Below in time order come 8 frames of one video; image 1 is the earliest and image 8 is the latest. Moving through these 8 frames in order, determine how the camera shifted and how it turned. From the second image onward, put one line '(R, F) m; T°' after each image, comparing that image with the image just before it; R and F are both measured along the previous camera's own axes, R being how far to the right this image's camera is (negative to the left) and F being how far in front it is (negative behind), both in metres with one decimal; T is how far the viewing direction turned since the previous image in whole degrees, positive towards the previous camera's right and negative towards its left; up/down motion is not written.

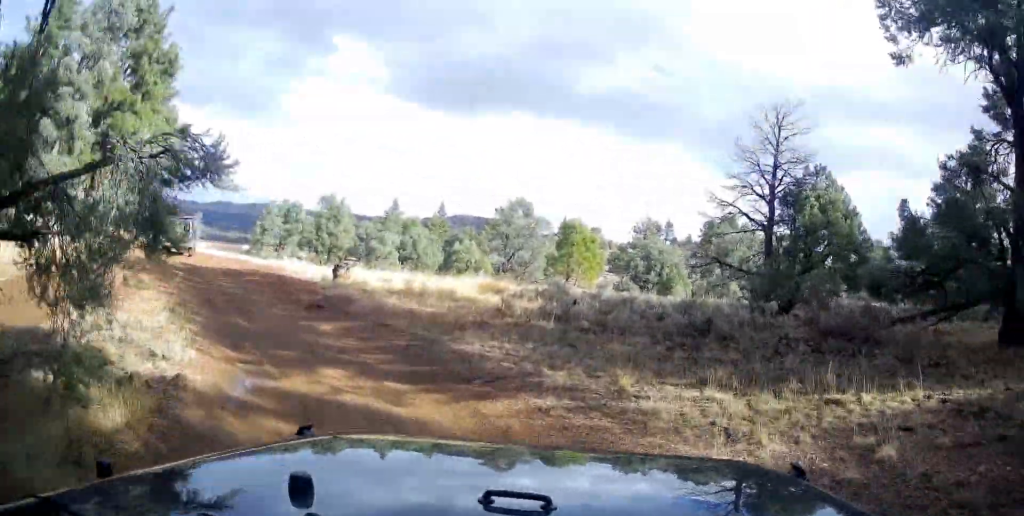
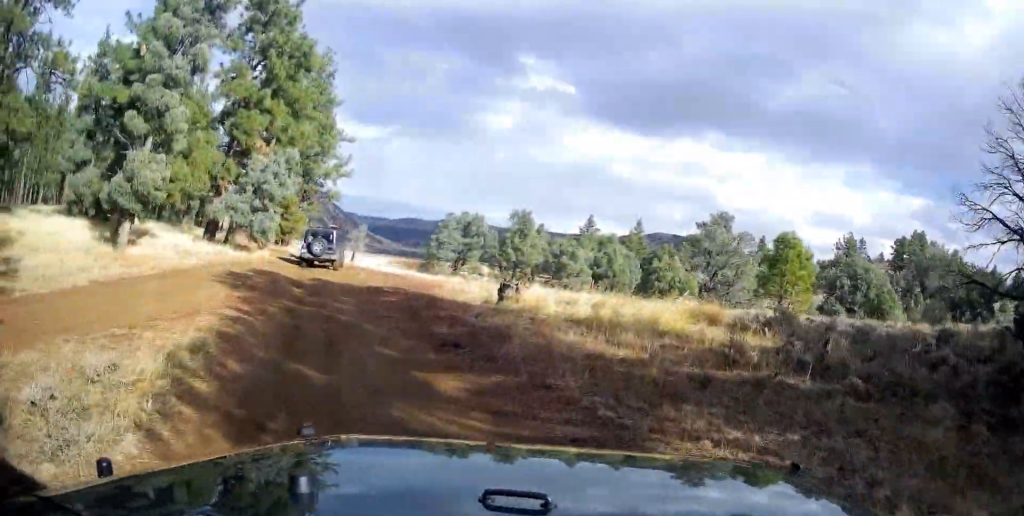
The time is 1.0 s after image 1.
(-0.5, +4.7) m; -13°
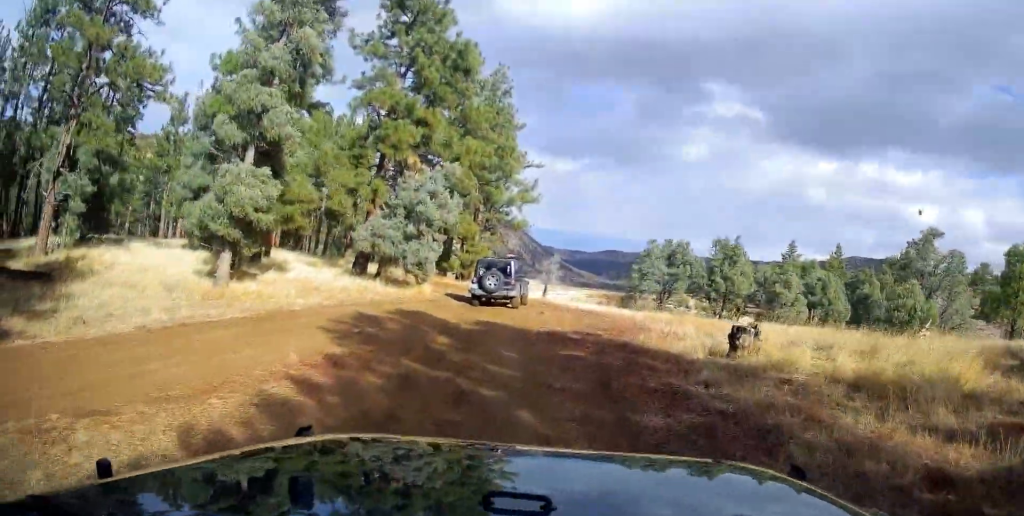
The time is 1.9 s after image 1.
(-0.6, +4.6) m; -14°
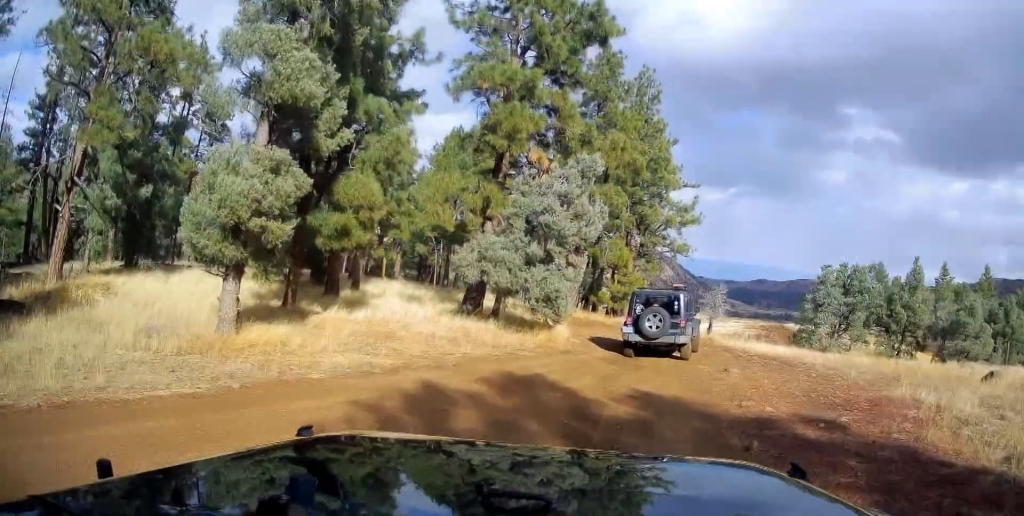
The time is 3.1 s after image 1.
(-1.0, +6.3) m; -19°
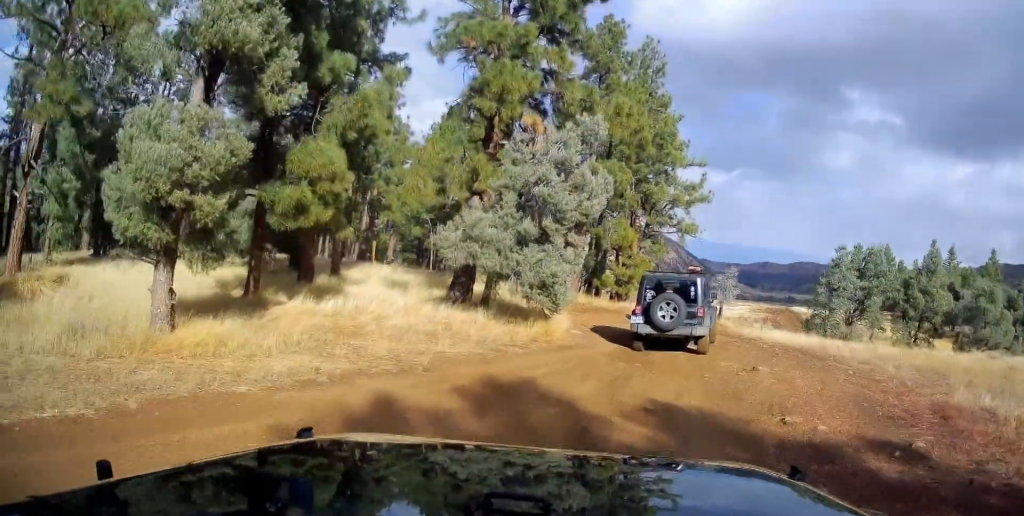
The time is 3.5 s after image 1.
(-0.2, +2.1) m; -4°
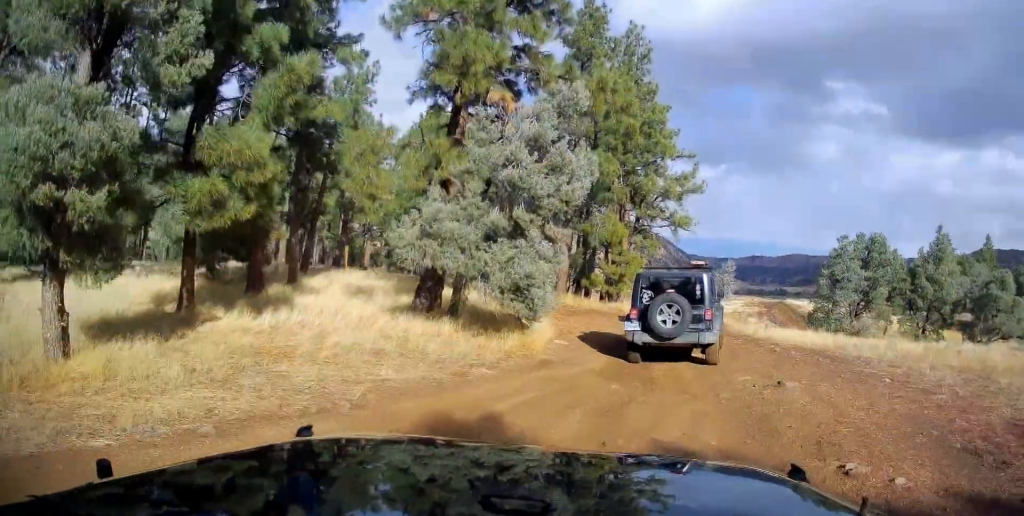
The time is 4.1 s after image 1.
(-0.2, +2.6) m; -4°
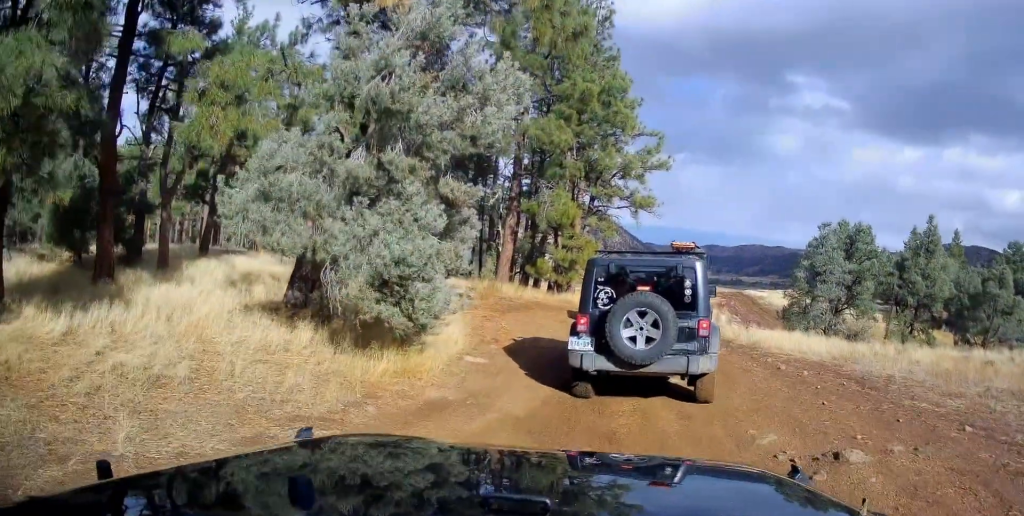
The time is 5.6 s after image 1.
(-0.5, +4.8) m; -13°
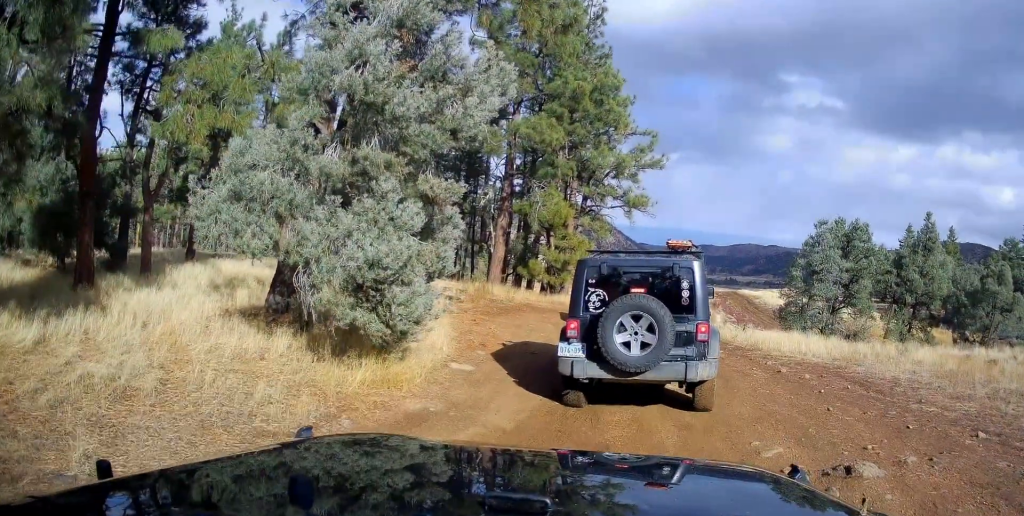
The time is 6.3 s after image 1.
(-0.4, +0.6) m; 0°
